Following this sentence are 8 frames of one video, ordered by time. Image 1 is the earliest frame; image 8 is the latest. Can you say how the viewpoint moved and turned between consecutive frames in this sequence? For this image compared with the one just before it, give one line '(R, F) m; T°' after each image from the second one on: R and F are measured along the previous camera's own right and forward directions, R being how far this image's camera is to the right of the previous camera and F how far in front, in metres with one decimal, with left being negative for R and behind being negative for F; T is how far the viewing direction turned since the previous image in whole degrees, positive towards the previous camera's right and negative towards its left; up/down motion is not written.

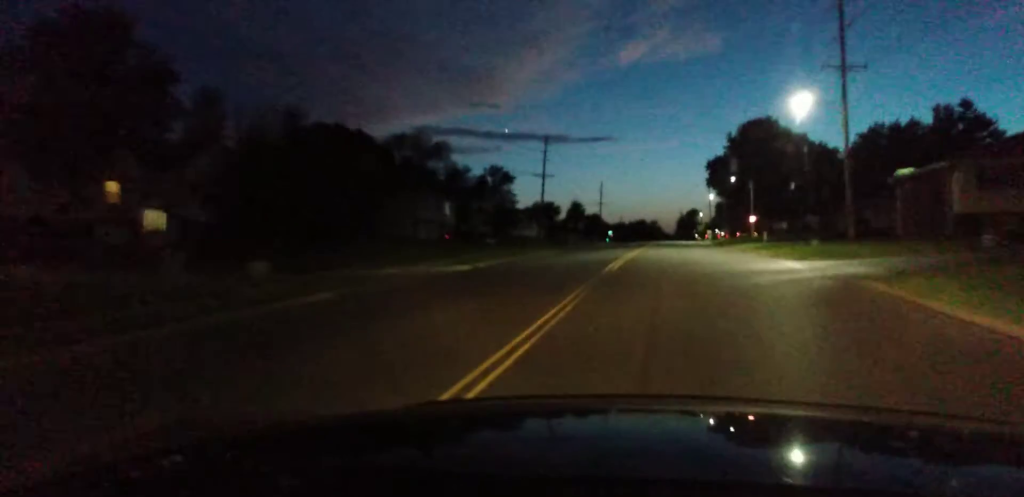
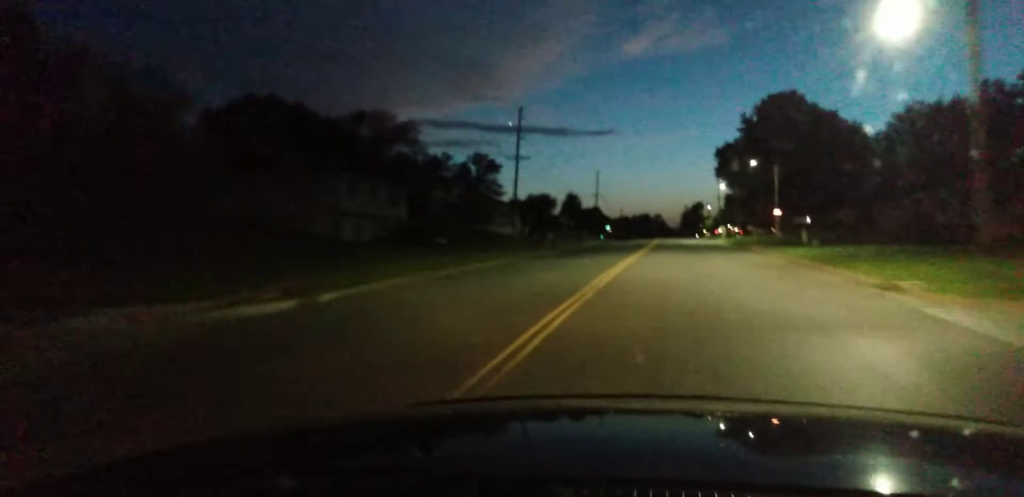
(-0.2, +19.4) m; -2°
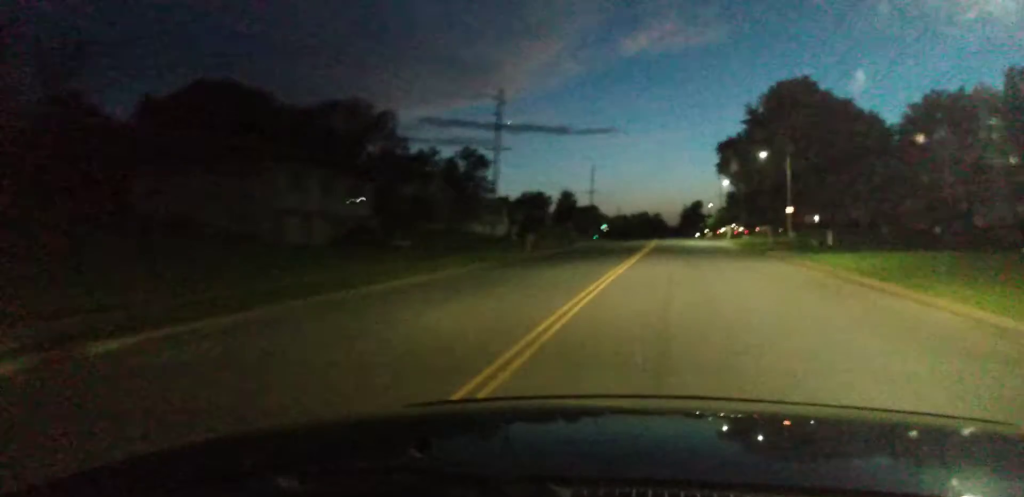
(-0.2, +8.7) m; 0°
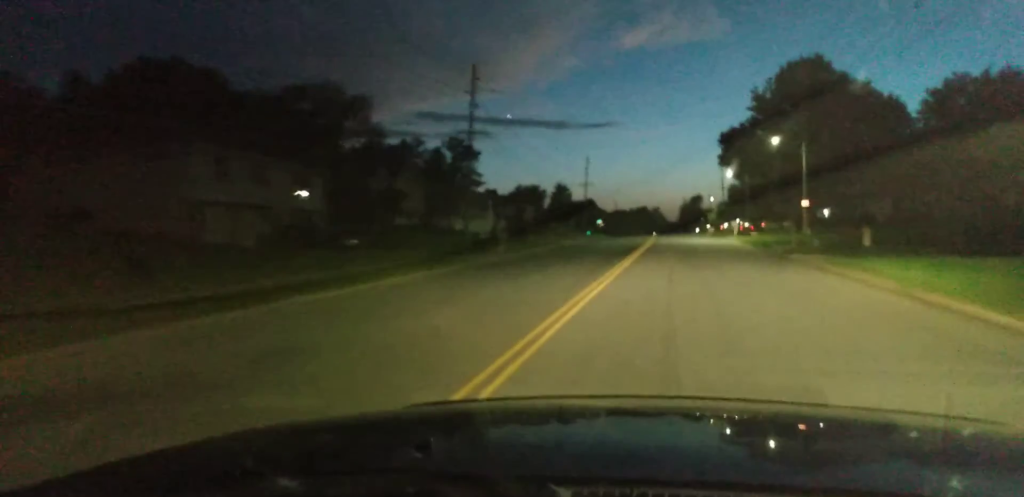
(-0.1, +8.7) m; 0°
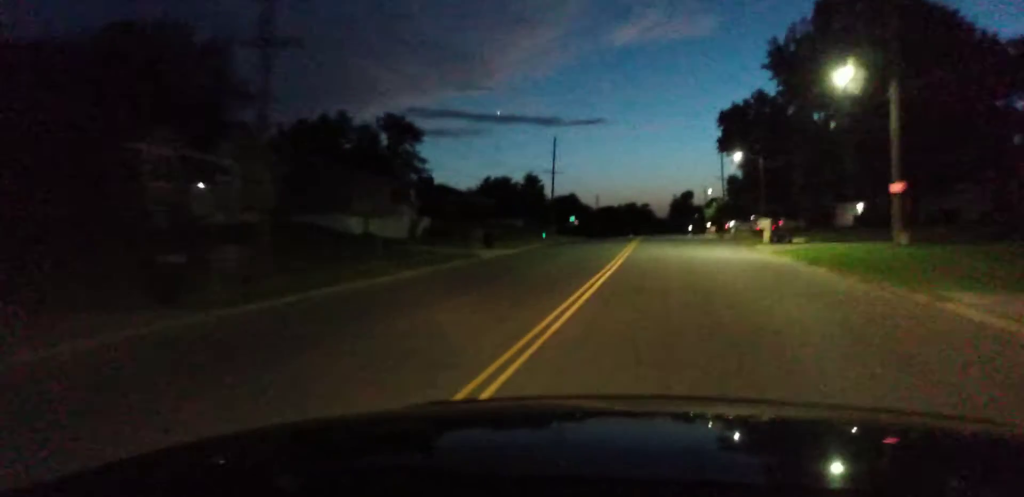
(+0.3, +28.3) m; +1°
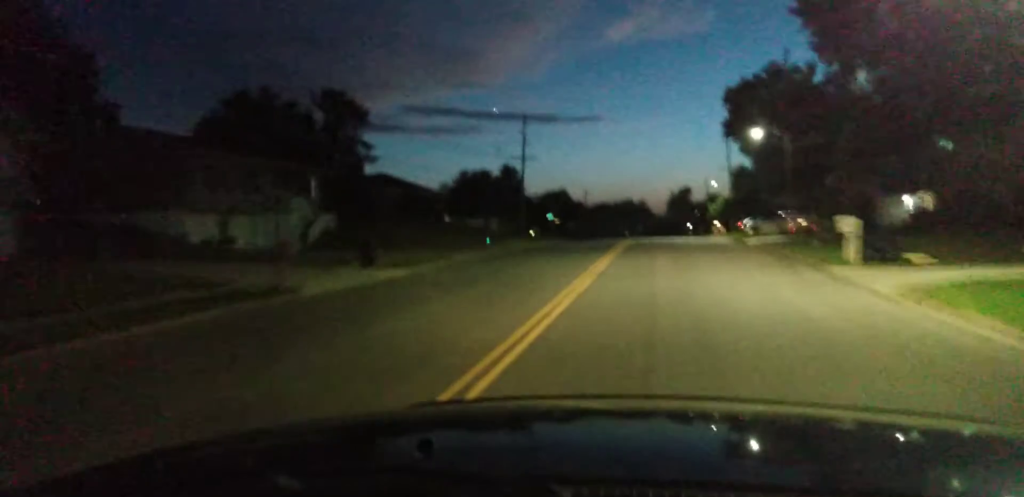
(+0.2, +20.4) m; 0°
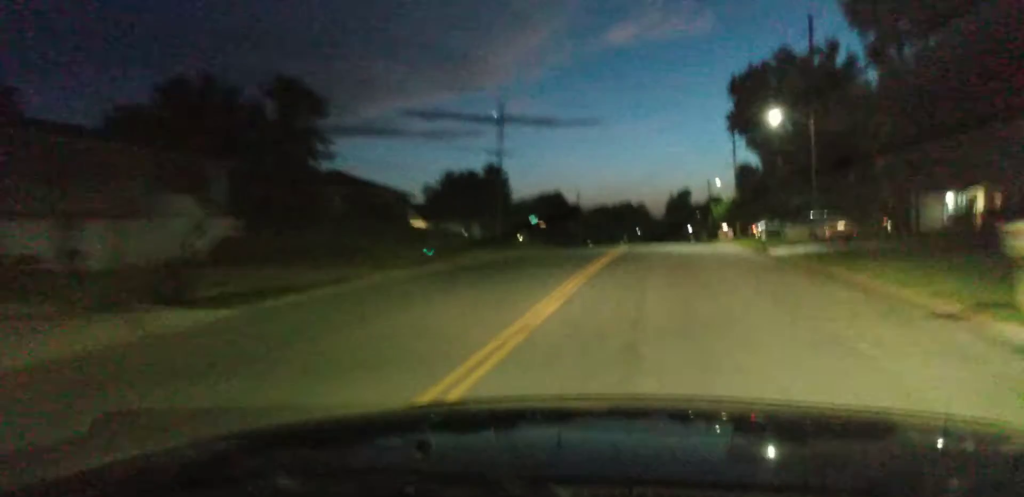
(-0.2, +11.0) m; 0°
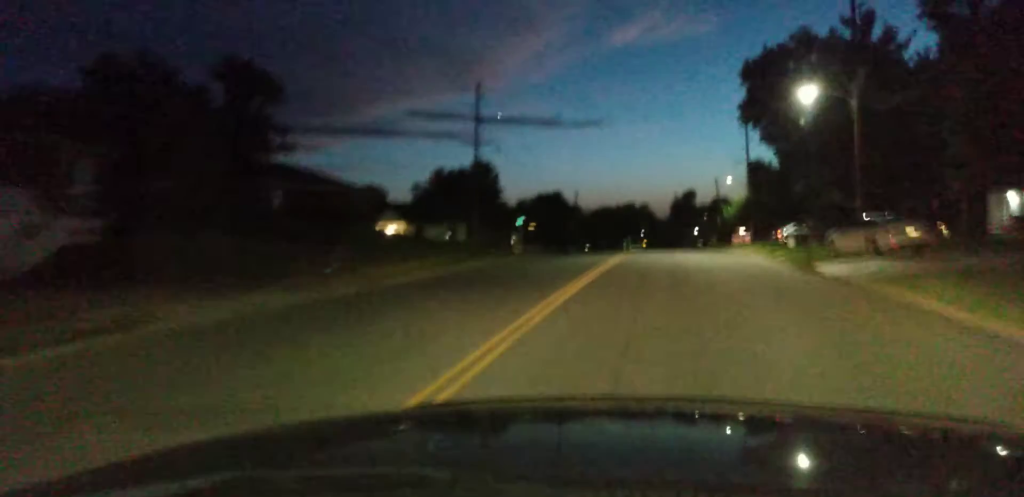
(+0.1, +10.9) m; 0°
